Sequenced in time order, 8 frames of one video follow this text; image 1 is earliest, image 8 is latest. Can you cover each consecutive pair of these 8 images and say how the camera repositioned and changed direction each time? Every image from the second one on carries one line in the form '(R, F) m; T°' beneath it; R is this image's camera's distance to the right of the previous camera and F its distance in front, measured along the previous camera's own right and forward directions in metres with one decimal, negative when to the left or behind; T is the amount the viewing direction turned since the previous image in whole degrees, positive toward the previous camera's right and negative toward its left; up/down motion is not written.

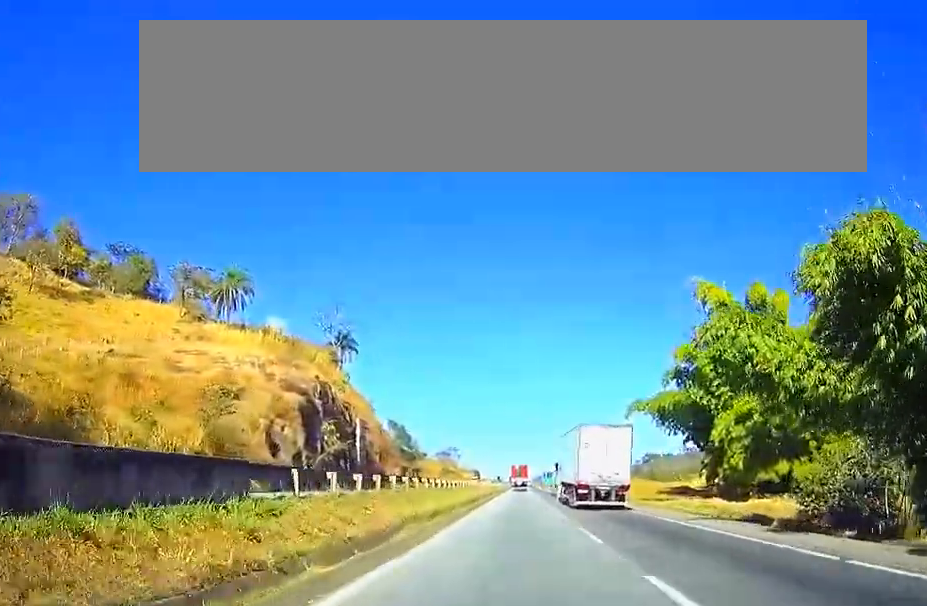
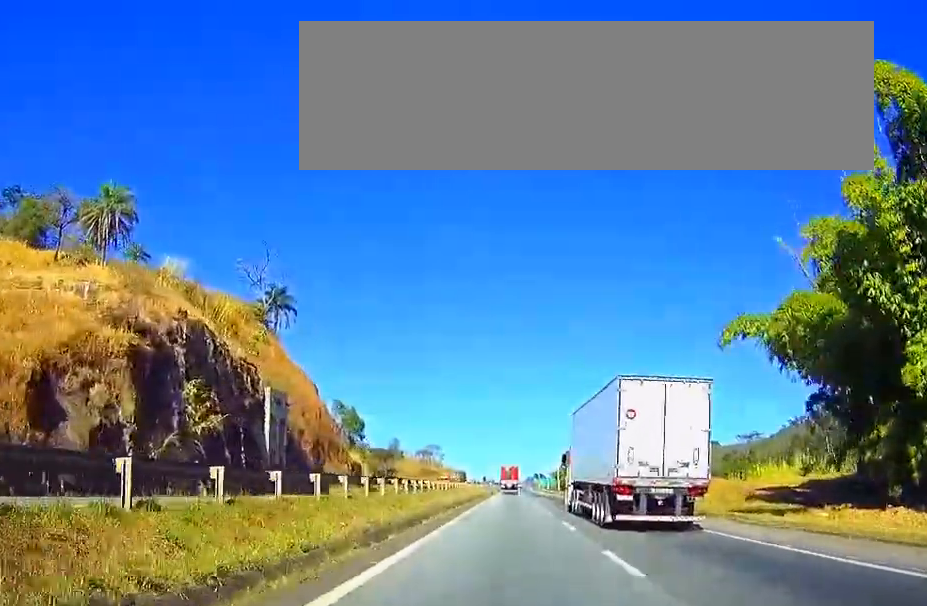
(0.0, +32.9) m; 0°
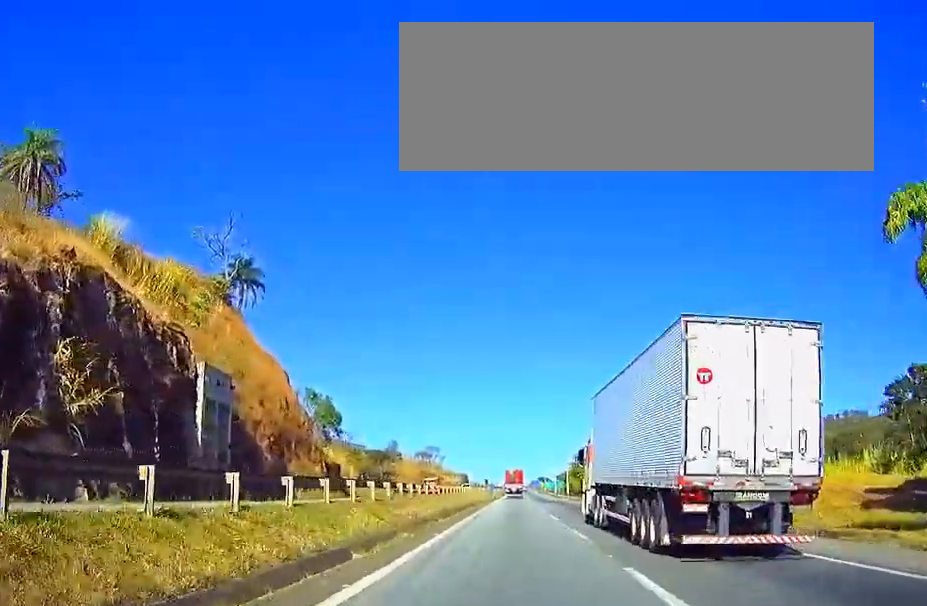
(0.0, +15.5) m; 0°
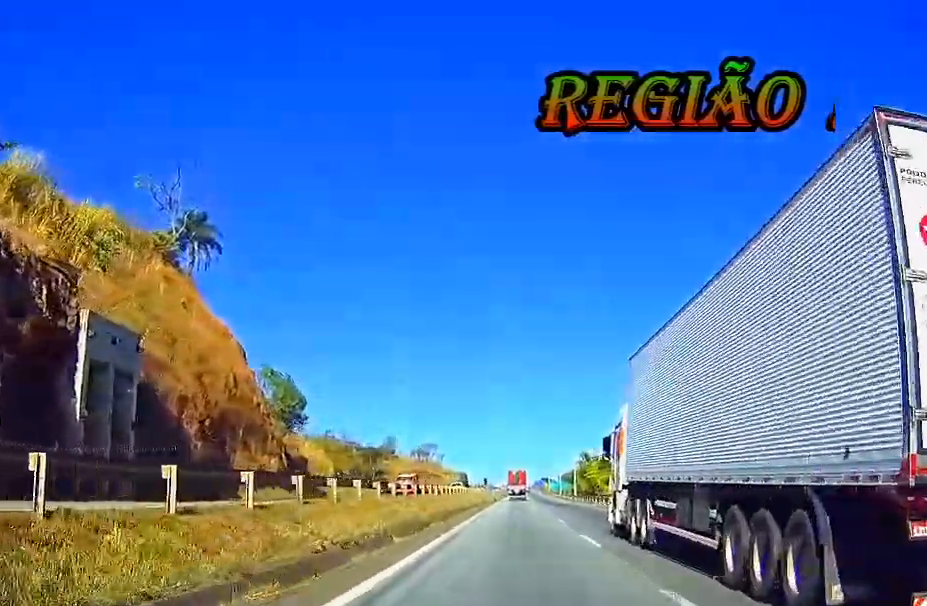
(+0.1, +15.5) m; 0°
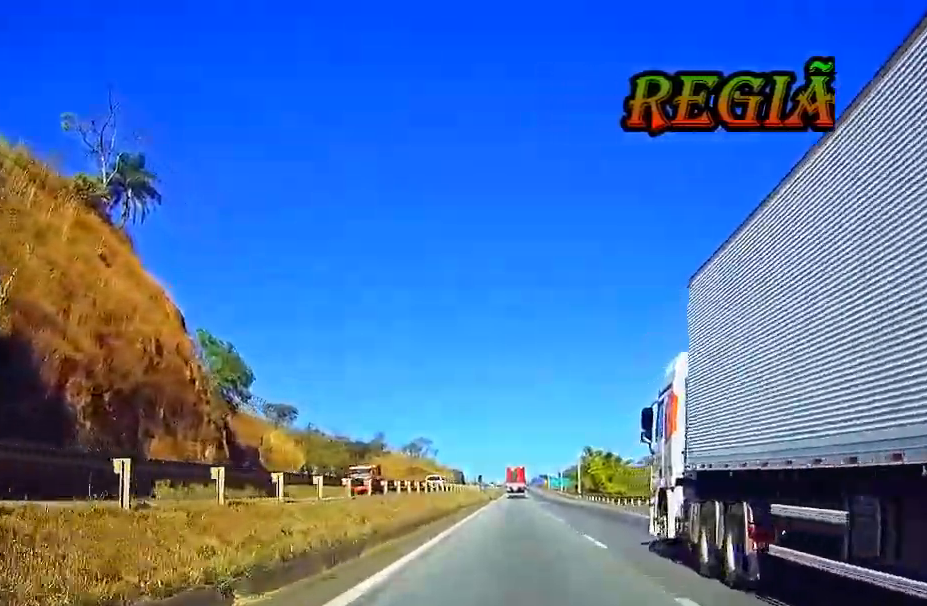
(0.0, +13.7) m; 0°
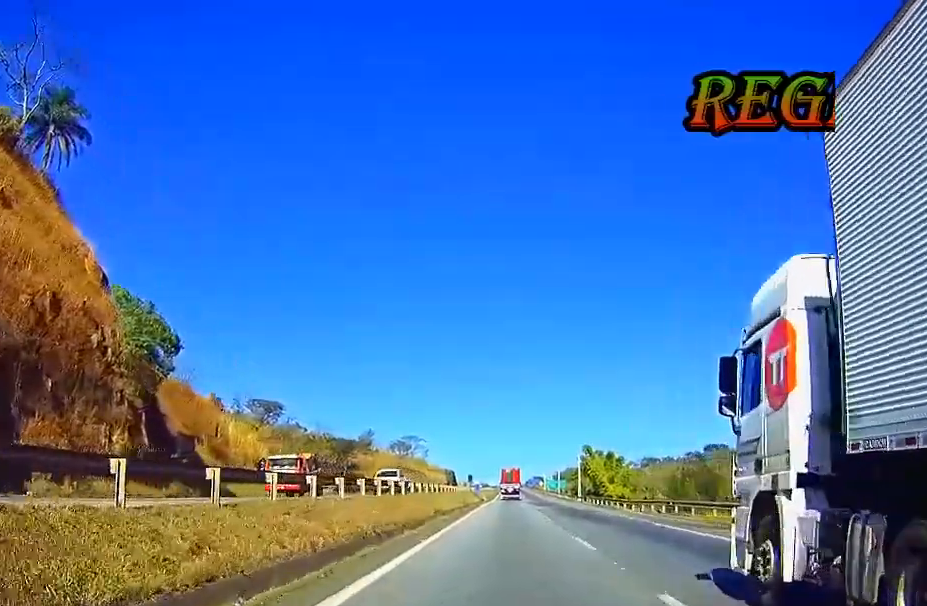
(0.0, +12.0) m; 0°
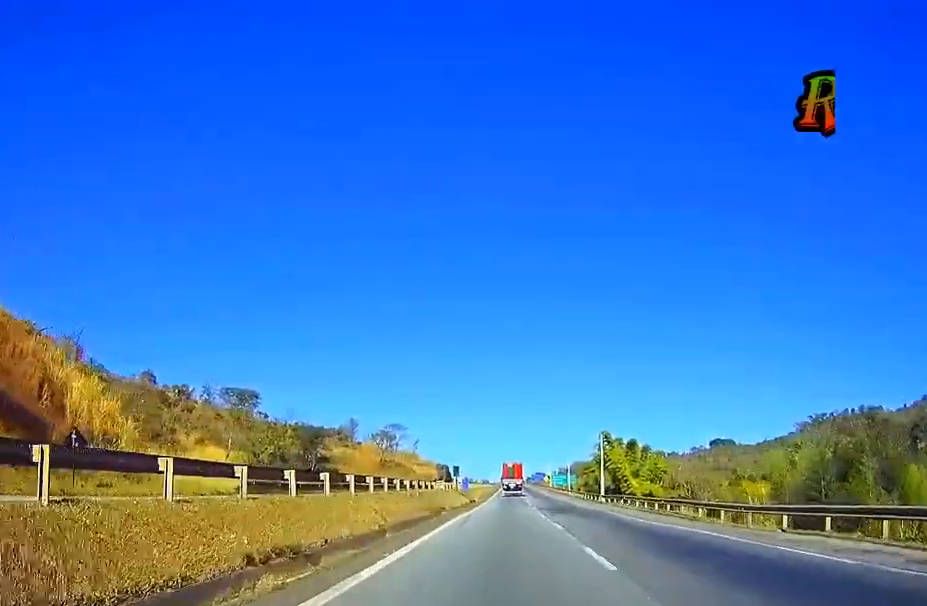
(+0.1, +30.1) m; 0°
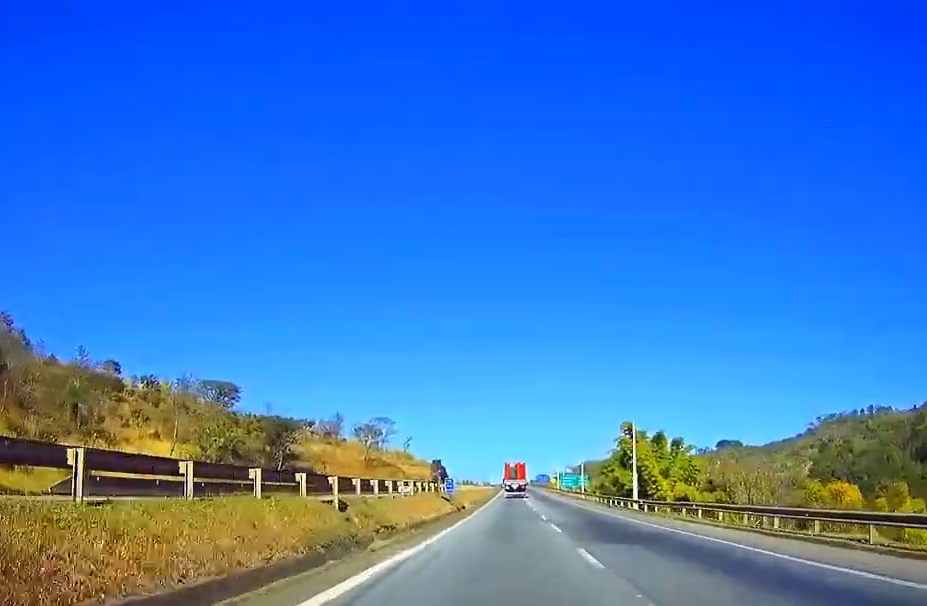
(0.0, +23.4) m; 0°
